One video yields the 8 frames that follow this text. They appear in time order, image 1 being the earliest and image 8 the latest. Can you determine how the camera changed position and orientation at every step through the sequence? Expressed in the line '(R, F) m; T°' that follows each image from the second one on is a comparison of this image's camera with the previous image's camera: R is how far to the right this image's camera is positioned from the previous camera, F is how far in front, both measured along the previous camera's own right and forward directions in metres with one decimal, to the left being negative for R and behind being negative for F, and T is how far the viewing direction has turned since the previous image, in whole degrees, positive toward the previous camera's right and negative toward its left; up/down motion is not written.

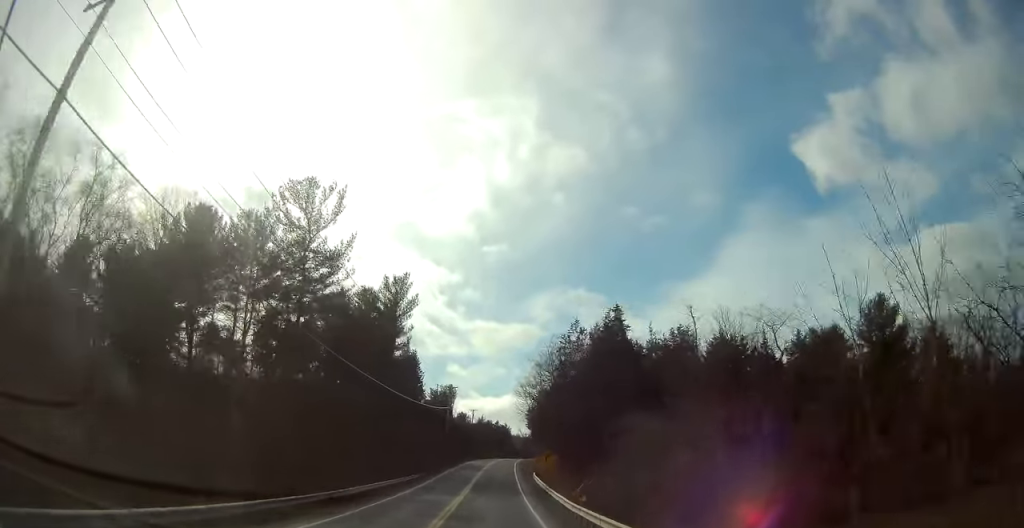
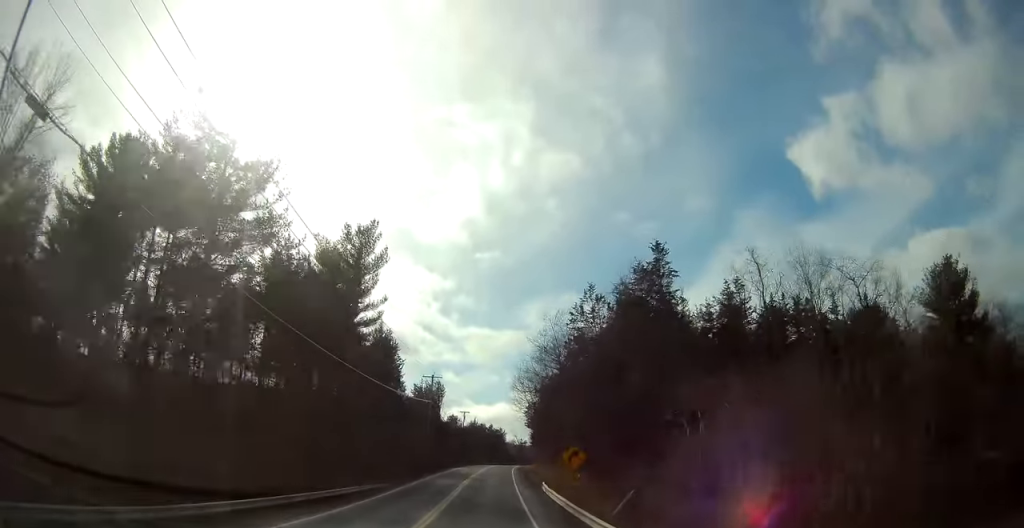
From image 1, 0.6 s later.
(0.0, +15.1) m; +1°
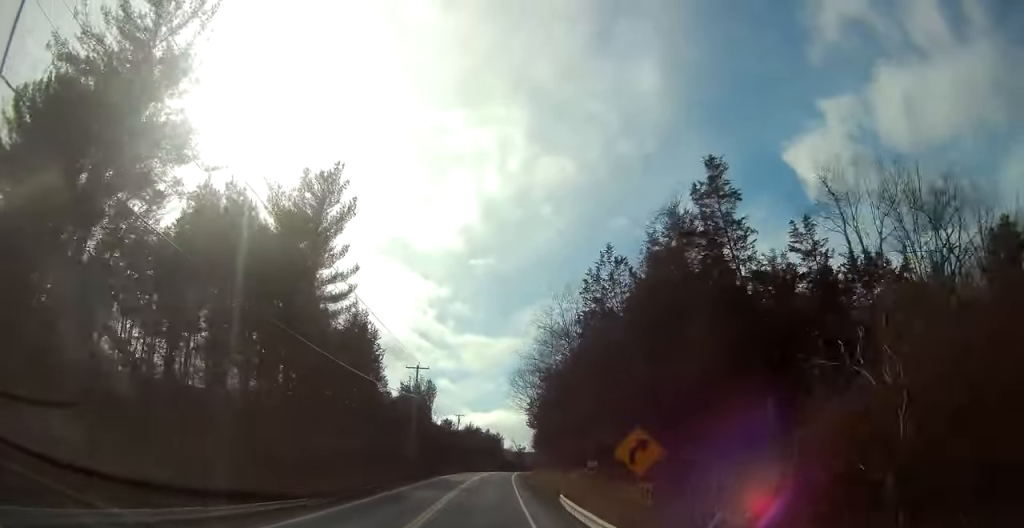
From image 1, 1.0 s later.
(-0.1, +10.9) m; +1°
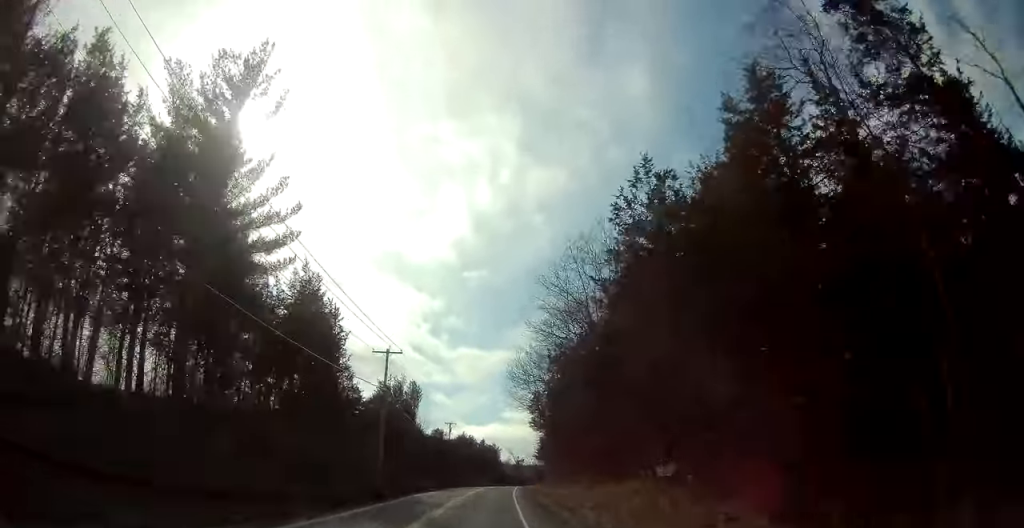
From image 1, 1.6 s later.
(+0.2, +14.1) m; +1°
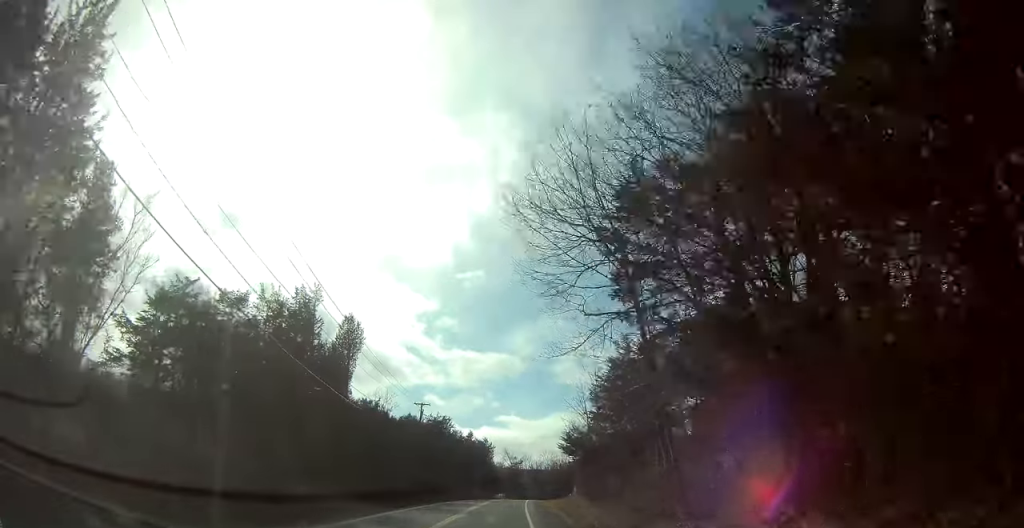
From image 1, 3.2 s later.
(+0.2, +38.5) m; 0°
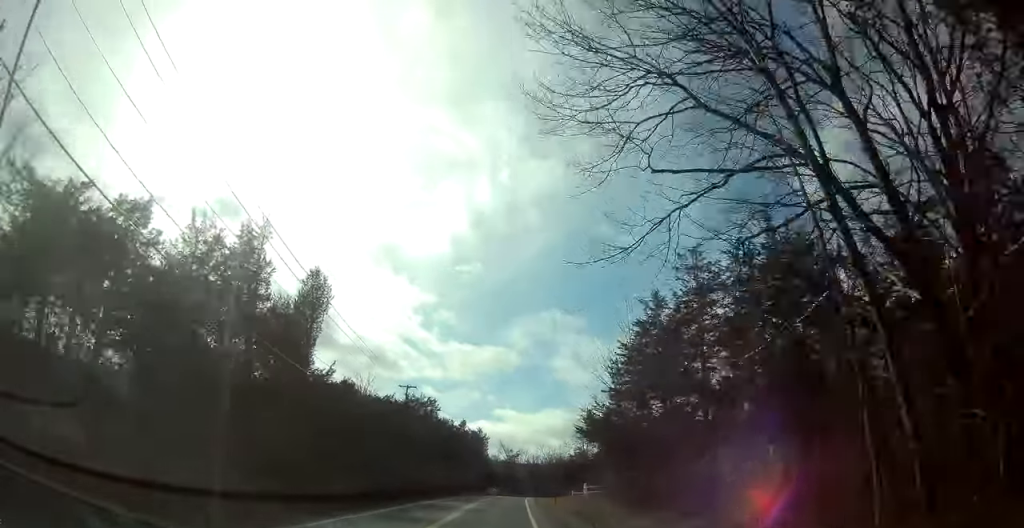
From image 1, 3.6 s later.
(0.0, +10.5) m; 0°
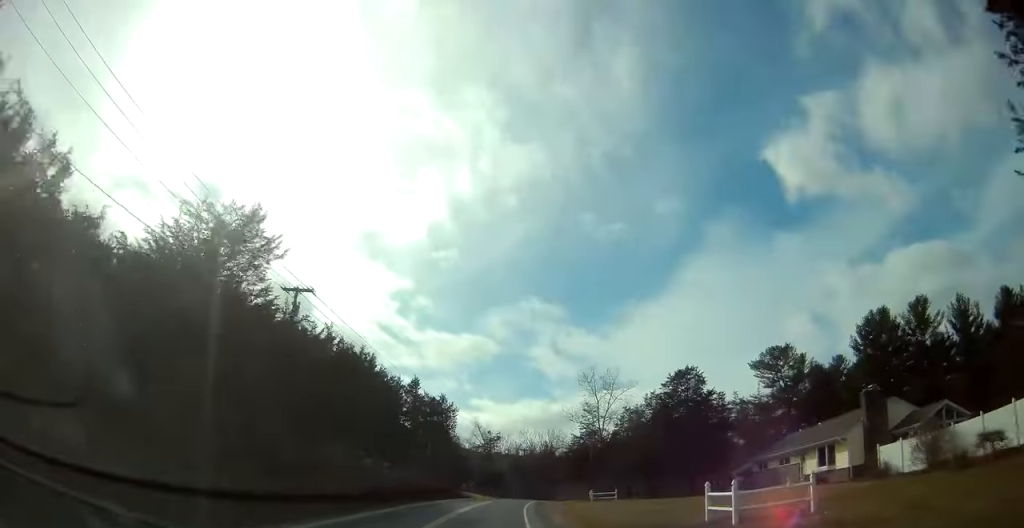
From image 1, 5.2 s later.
(+0.6, +37.6) m; +2°
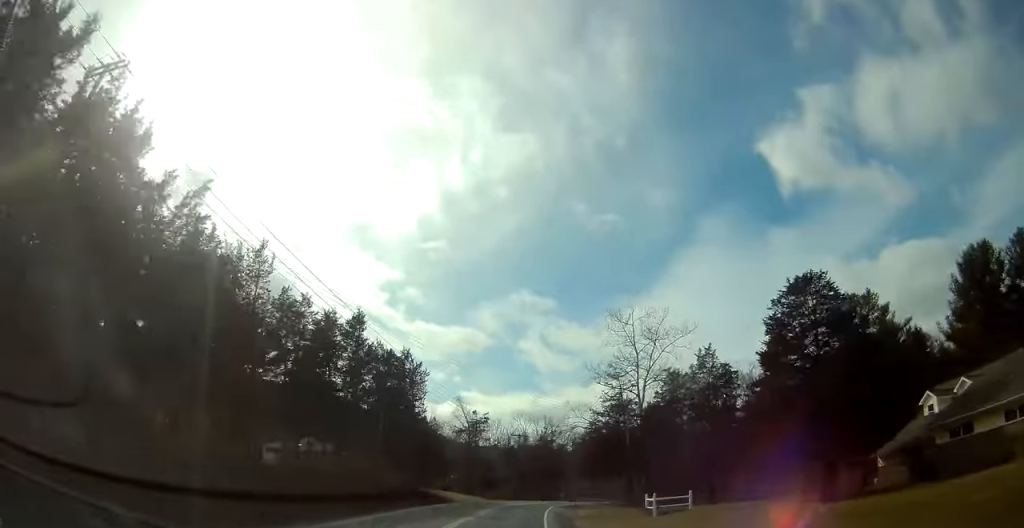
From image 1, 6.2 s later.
(+0.4, +24.5) m; +1°
